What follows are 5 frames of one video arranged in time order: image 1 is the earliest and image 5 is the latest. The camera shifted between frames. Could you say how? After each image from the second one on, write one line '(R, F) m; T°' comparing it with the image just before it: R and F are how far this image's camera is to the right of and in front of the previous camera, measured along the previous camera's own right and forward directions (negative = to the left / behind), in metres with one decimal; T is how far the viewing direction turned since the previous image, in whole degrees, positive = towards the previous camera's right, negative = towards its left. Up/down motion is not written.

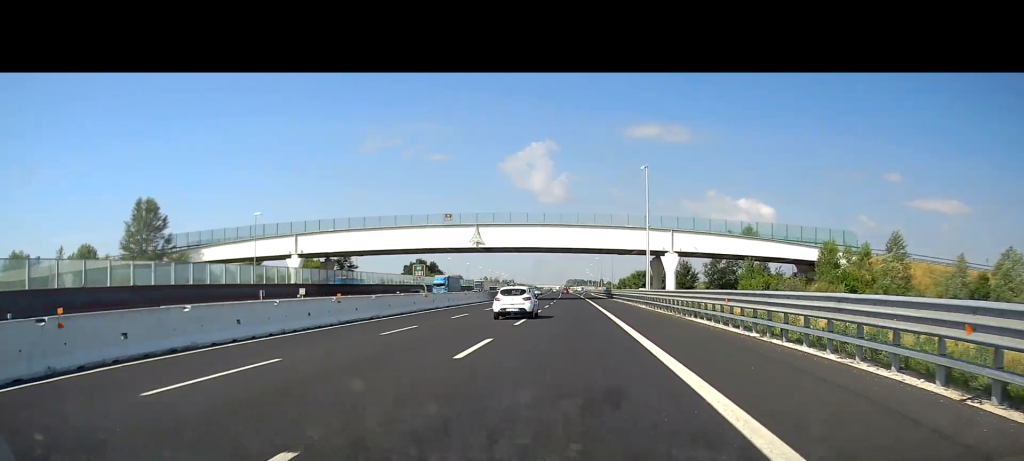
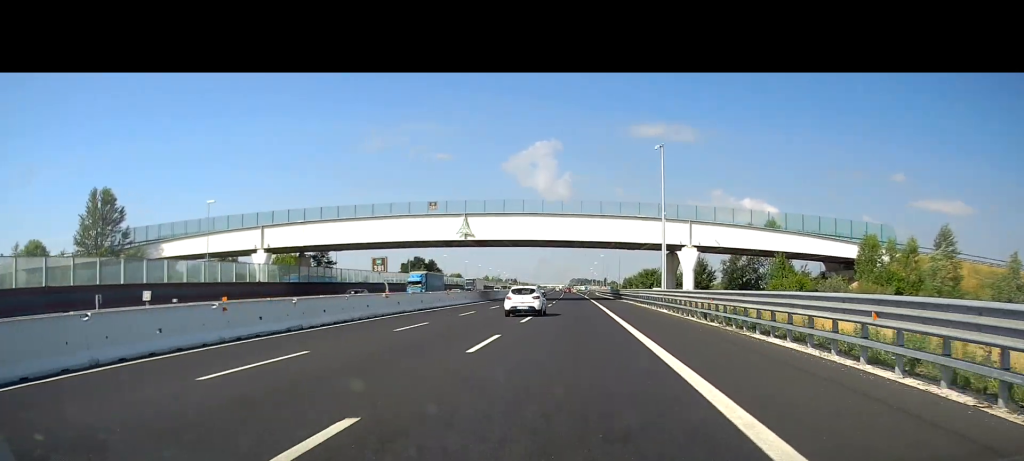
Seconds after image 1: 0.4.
(-0.1, +10.6) m; 0°
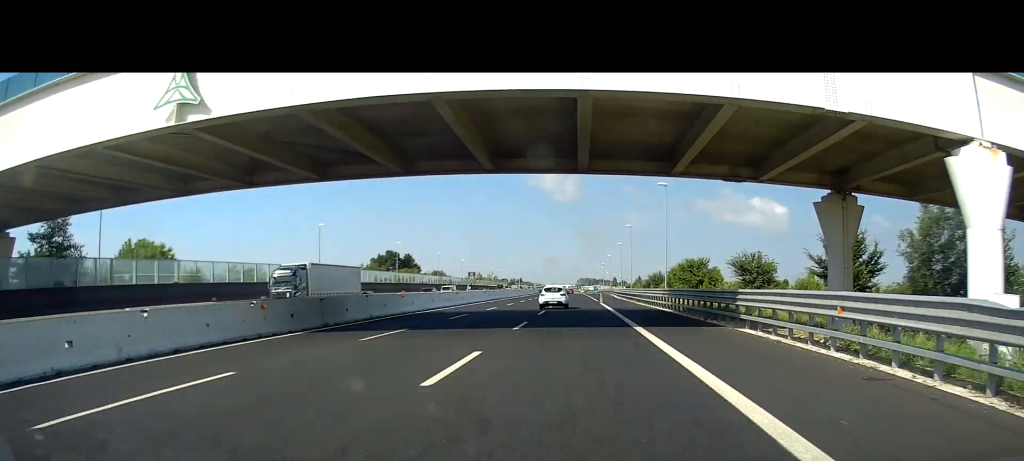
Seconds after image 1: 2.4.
(-0.1, +52.1) m; 0°
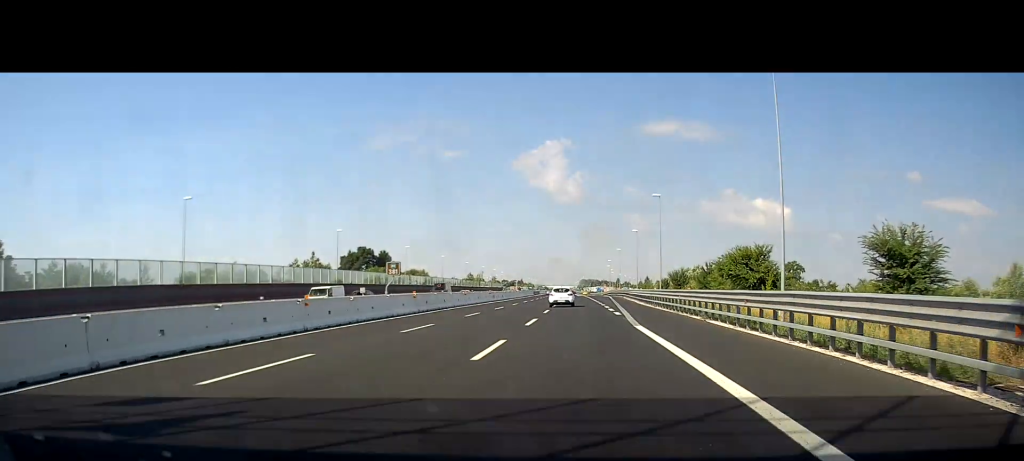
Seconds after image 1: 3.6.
(-0.1, +32.7) m; 0°
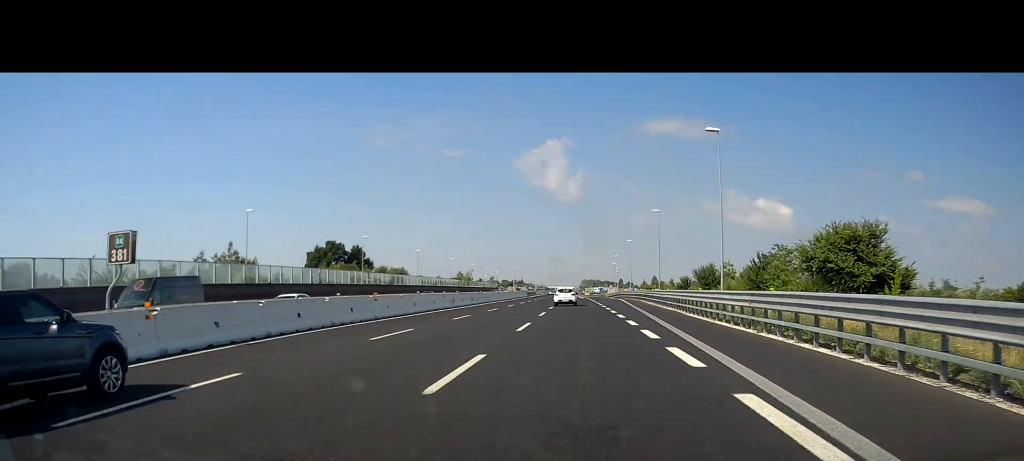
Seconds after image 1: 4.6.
(0.0, +27.3) m; 0°
